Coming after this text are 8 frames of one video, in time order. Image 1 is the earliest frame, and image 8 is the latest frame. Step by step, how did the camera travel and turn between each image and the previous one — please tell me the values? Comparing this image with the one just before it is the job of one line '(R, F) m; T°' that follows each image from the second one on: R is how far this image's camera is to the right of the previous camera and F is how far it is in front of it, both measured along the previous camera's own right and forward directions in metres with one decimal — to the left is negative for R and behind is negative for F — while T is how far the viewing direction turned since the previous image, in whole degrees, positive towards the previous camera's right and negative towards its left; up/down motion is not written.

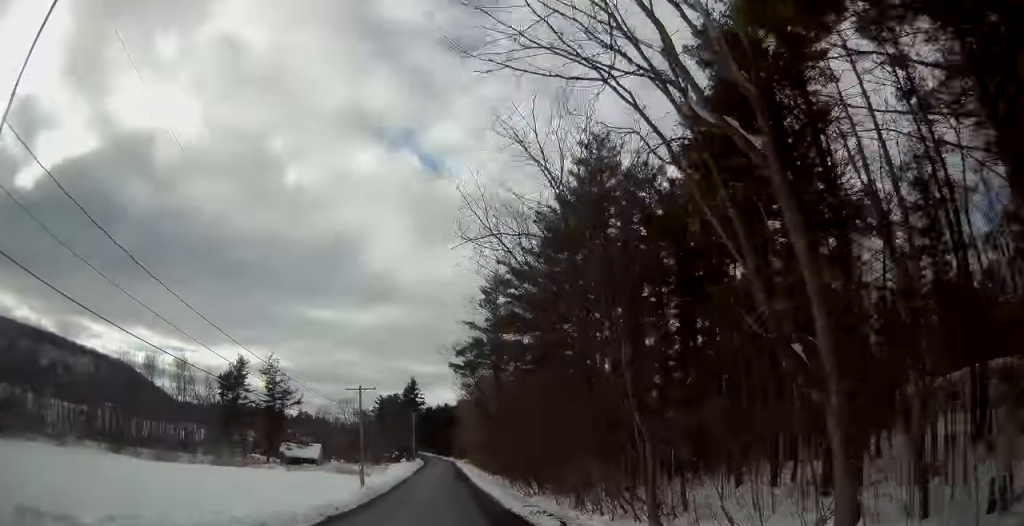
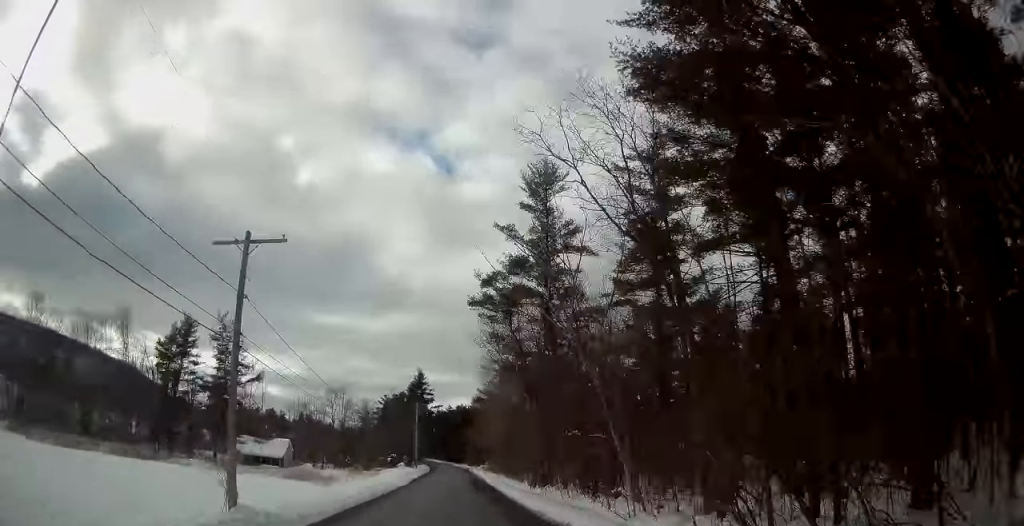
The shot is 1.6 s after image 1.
(-0.4, +29.0) m; 0°
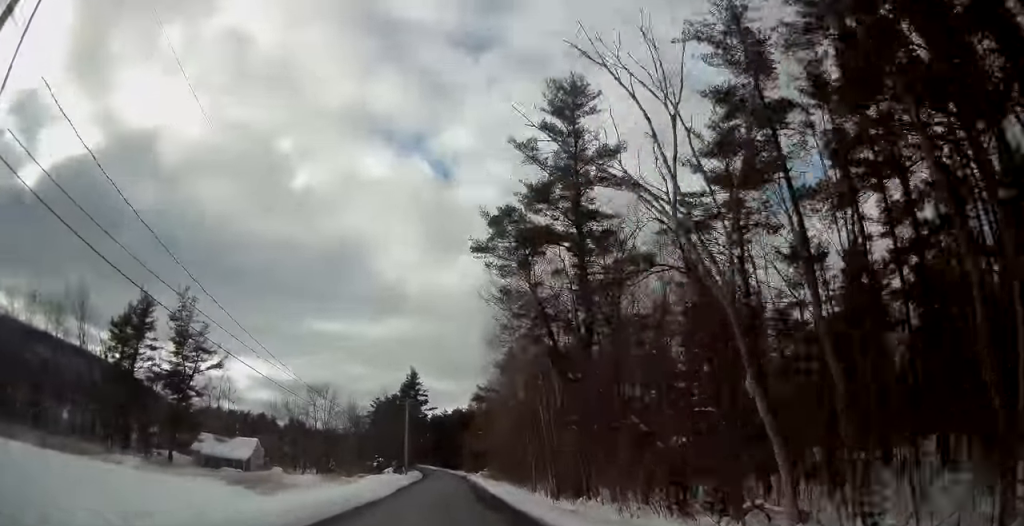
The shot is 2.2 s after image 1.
(+0.2, +11.9) m; 0°
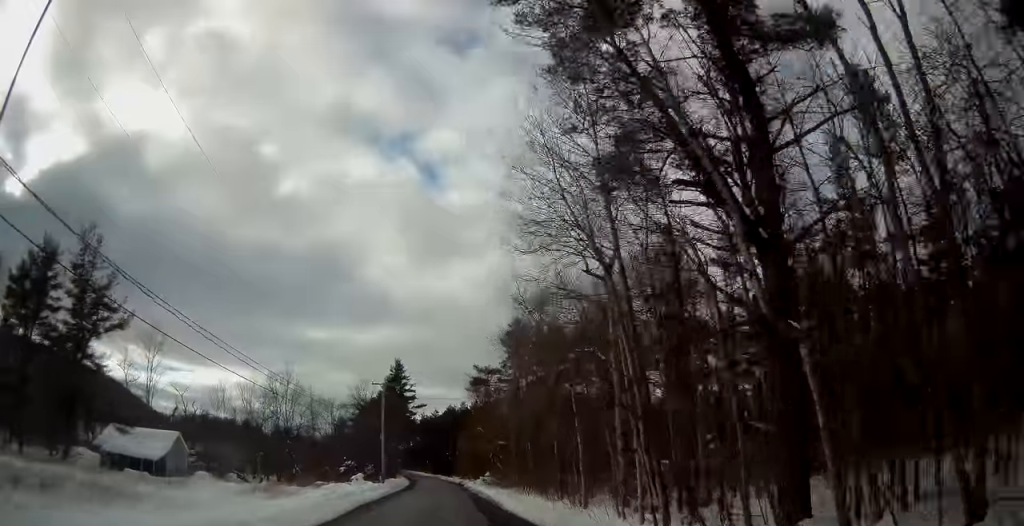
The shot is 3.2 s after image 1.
(-0.1, +19.7) m; 0°
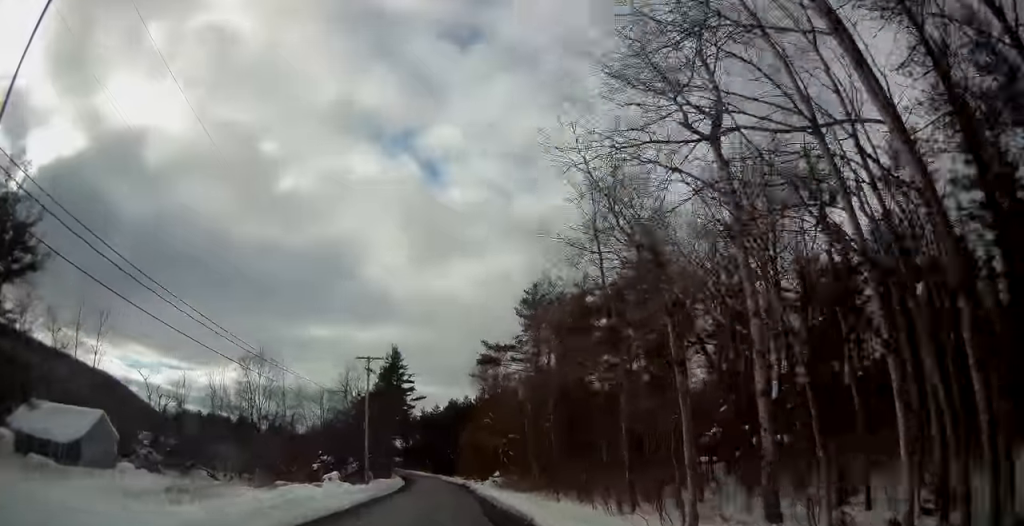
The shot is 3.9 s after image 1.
(+0.1, +12.9) m; 0°
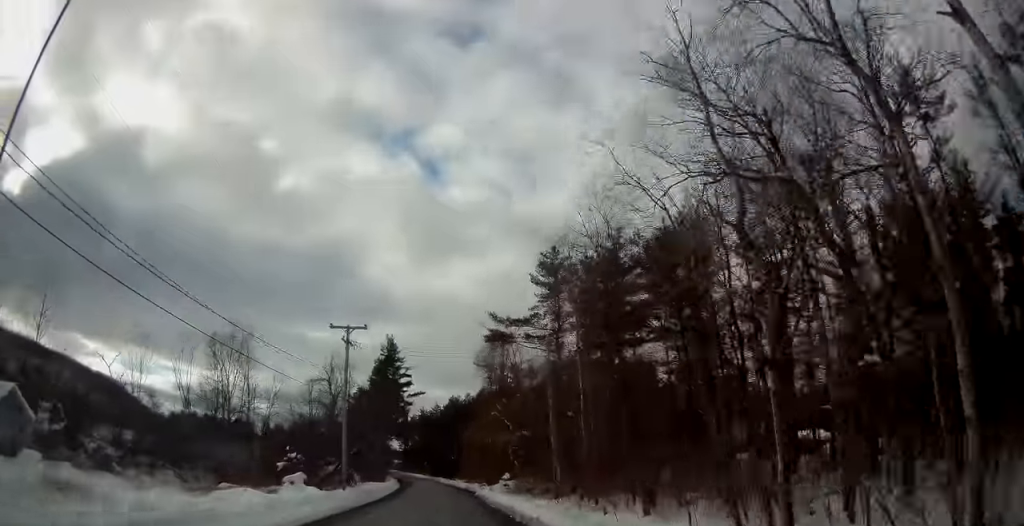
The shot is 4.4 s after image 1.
(+0.1, +10.4) m; 0°
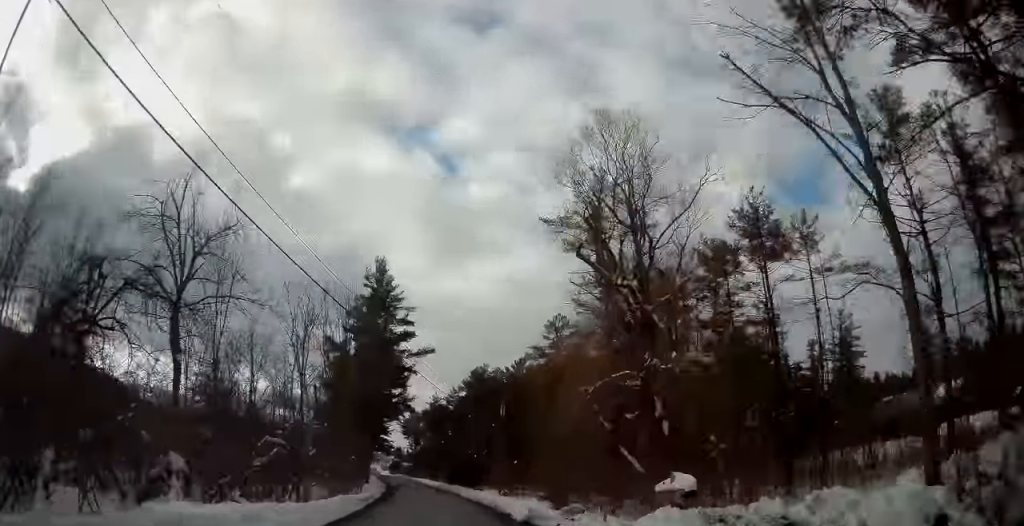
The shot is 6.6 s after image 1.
(-0.4, +42.1) m; -2°
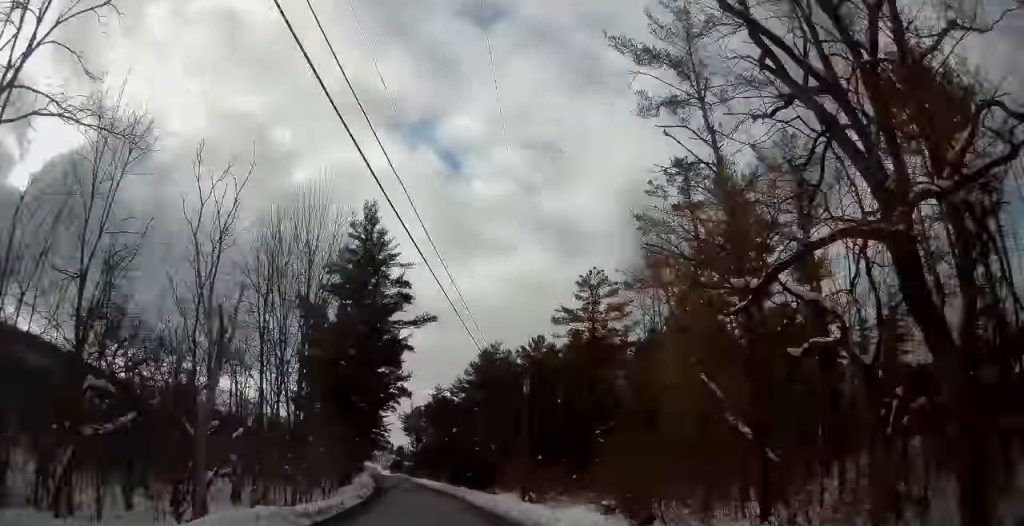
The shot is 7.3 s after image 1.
(-0.1, +14.3) m; -1°
